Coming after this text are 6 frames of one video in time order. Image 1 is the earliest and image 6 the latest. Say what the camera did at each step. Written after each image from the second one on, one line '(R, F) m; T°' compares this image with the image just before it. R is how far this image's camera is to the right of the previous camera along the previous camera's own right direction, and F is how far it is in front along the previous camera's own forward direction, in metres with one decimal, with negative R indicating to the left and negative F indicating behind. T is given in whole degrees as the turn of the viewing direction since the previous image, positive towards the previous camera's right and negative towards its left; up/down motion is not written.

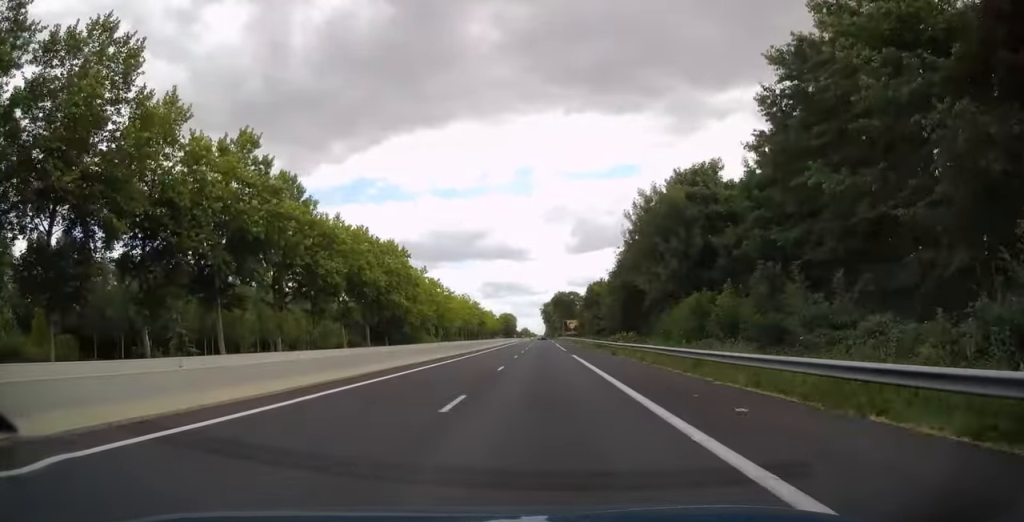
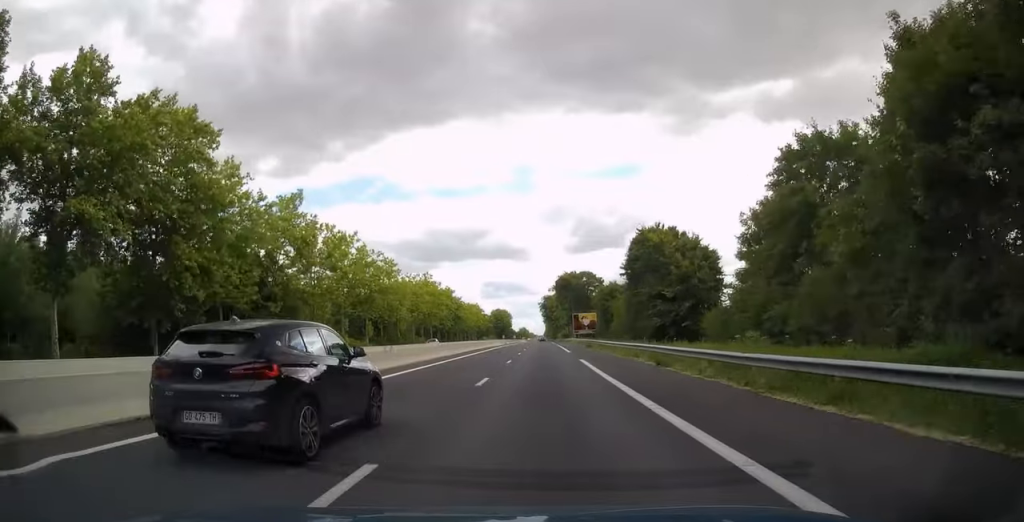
(+0.2, +59.7) m; 0°
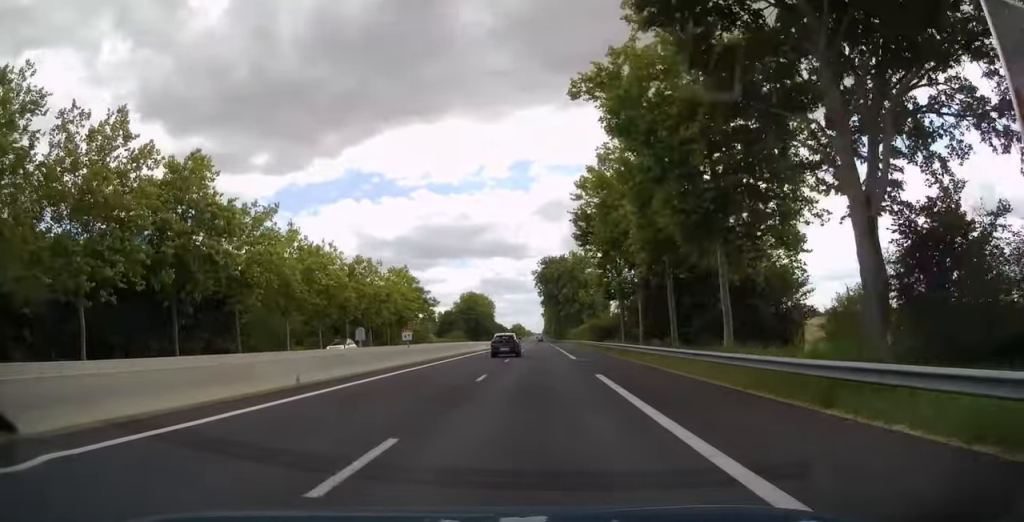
(-0.3, +116.3) m; 0°
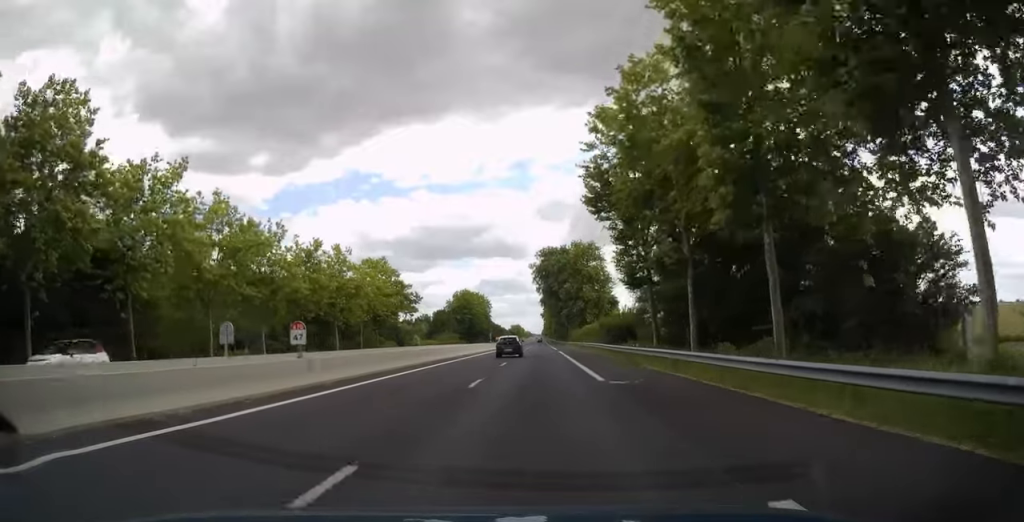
(0.0, +14.7) m; 0°
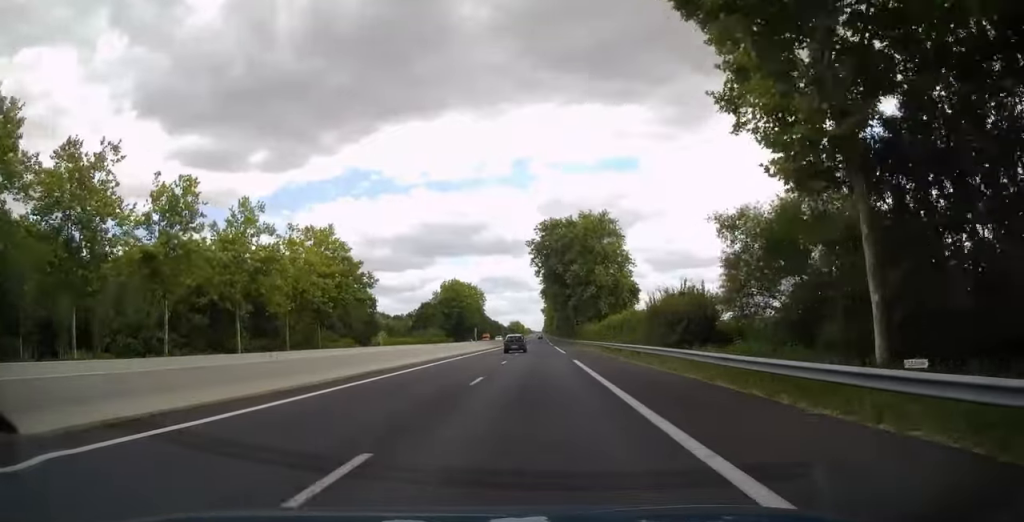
(0.0, +25.6) m; 0°
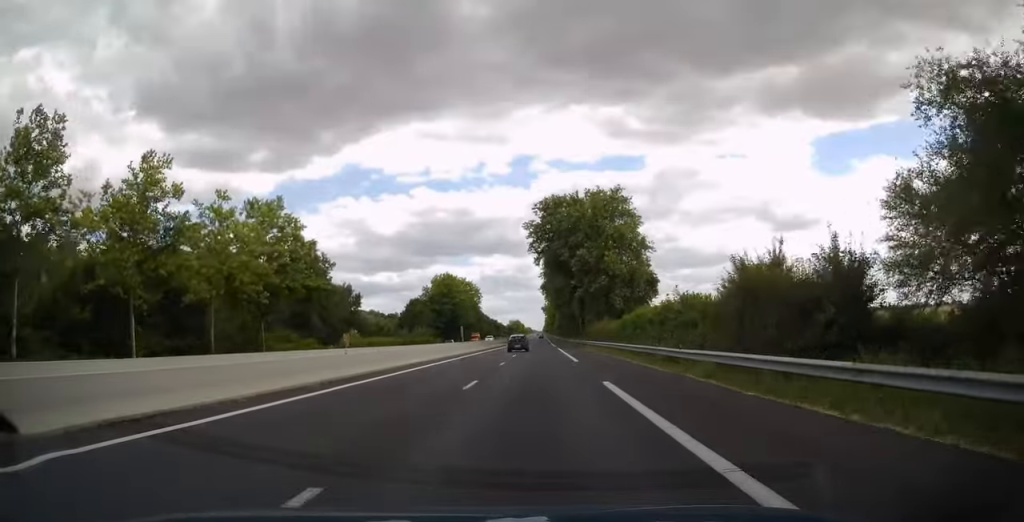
(0.0, +14.8) m; 0°
